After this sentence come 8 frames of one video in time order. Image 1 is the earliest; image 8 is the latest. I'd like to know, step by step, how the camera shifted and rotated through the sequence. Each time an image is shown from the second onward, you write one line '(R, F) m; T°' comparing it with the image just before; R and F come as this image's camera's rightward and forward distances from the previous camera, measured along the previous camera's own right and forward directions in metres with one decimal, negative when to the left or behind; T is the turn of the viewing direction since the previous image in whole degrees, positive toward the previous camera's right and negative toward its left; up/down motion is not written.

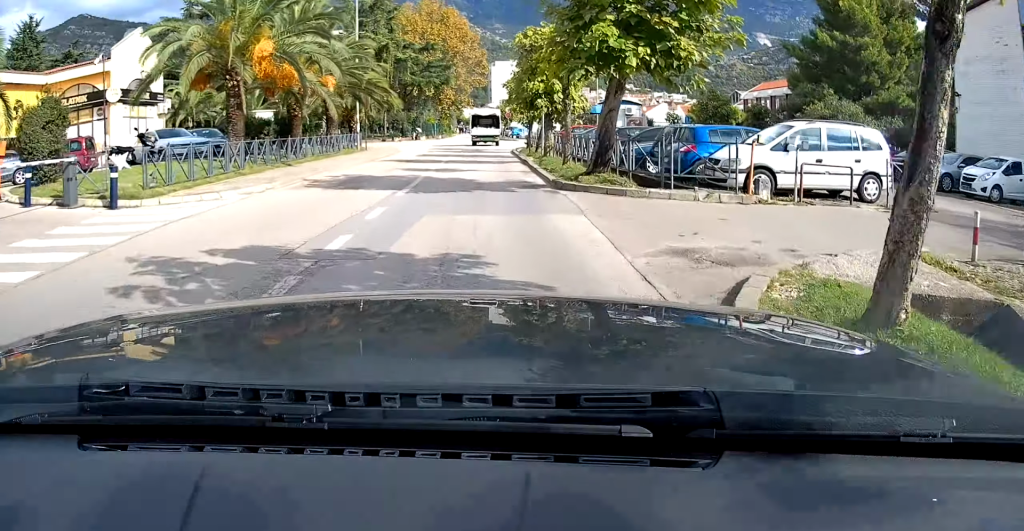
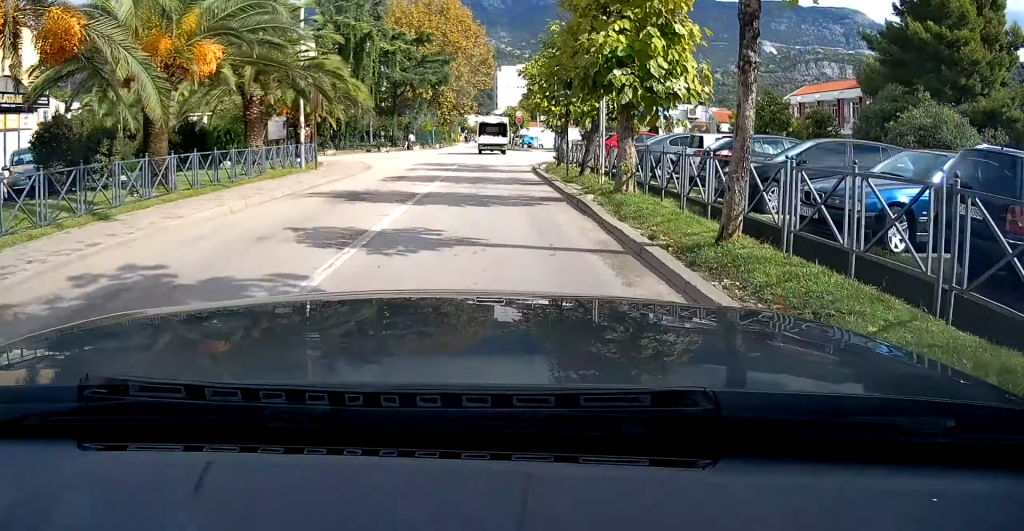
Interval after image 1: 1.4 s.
(0.0, +12.0) m; 0°
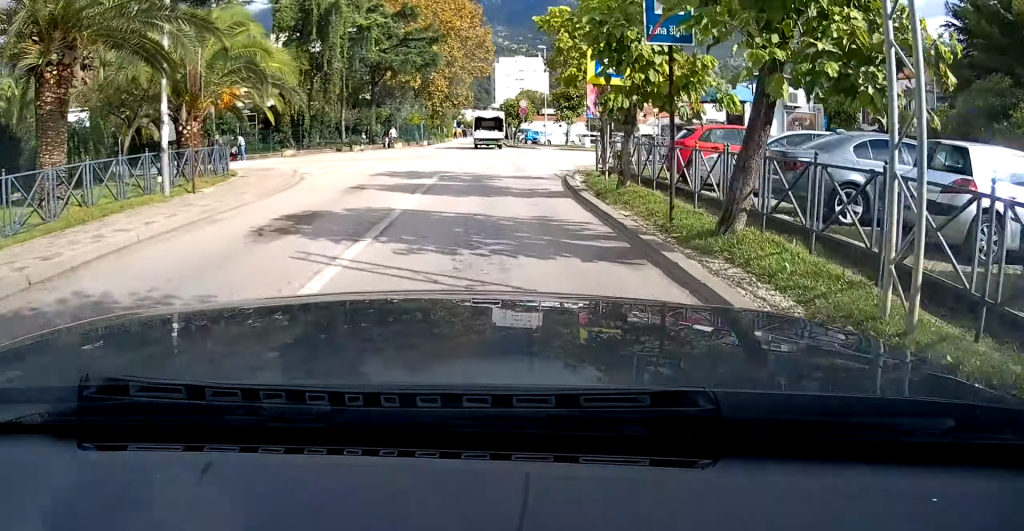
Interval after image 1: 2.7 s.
(0.0, +10.8) m; 0°
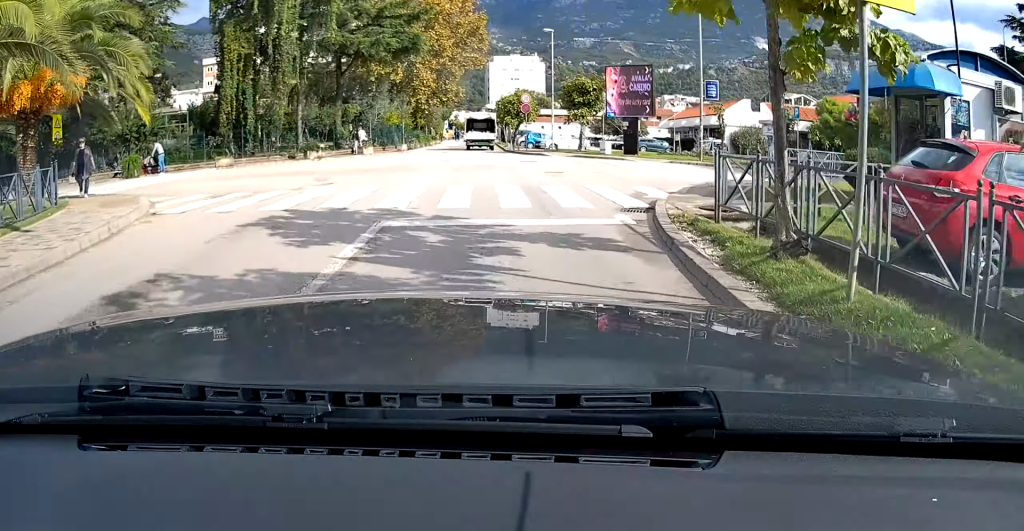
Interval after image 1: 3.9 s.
(0.0, +10.2) m; 0°
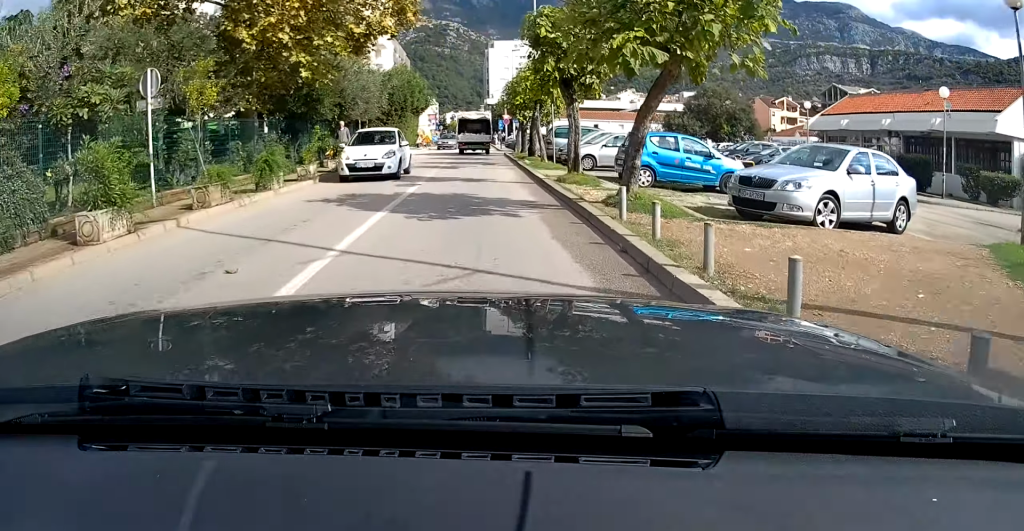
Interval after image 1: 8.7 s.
(+0.6, +40.1) m; +1°
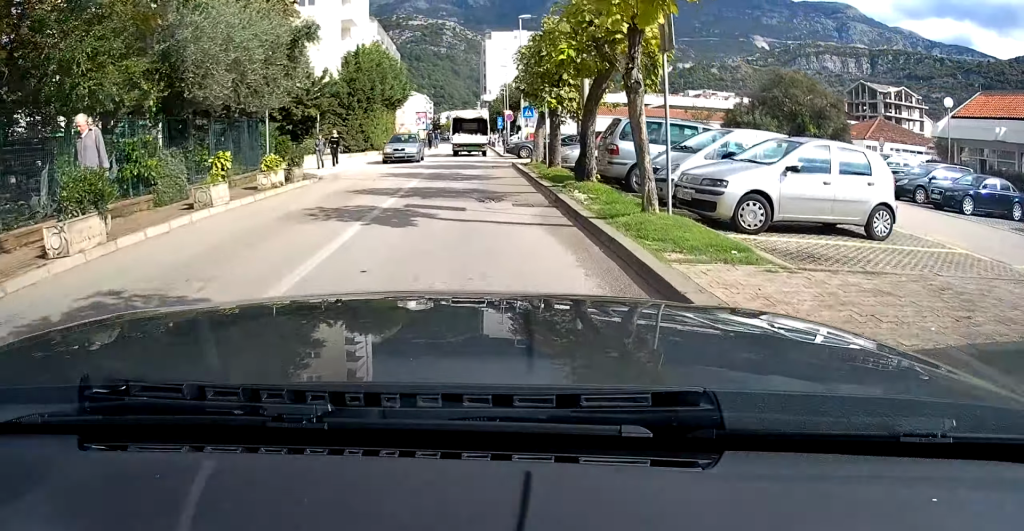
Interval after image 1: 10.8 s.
(0.0, +14.9) m; 0°
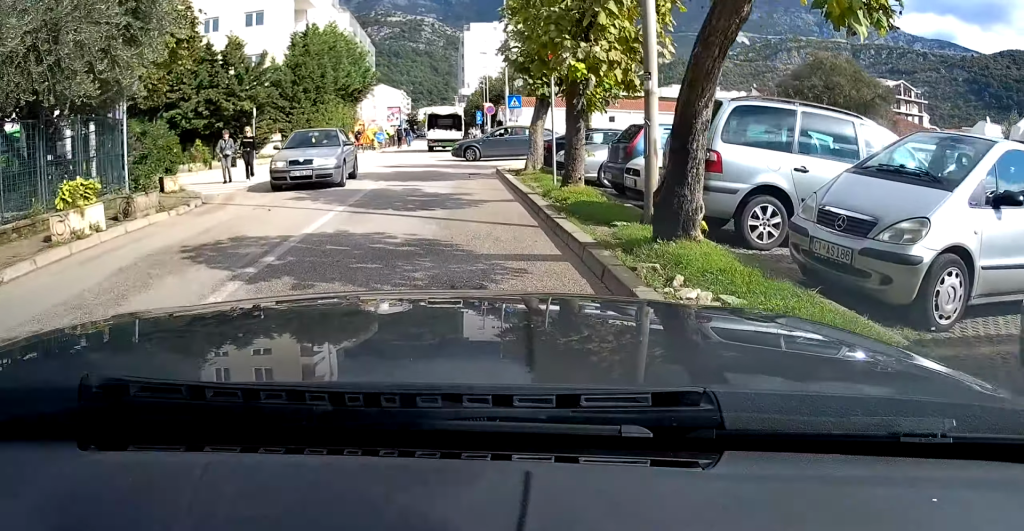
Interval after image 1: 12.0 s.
(+0.1, +7.6) m; -1°
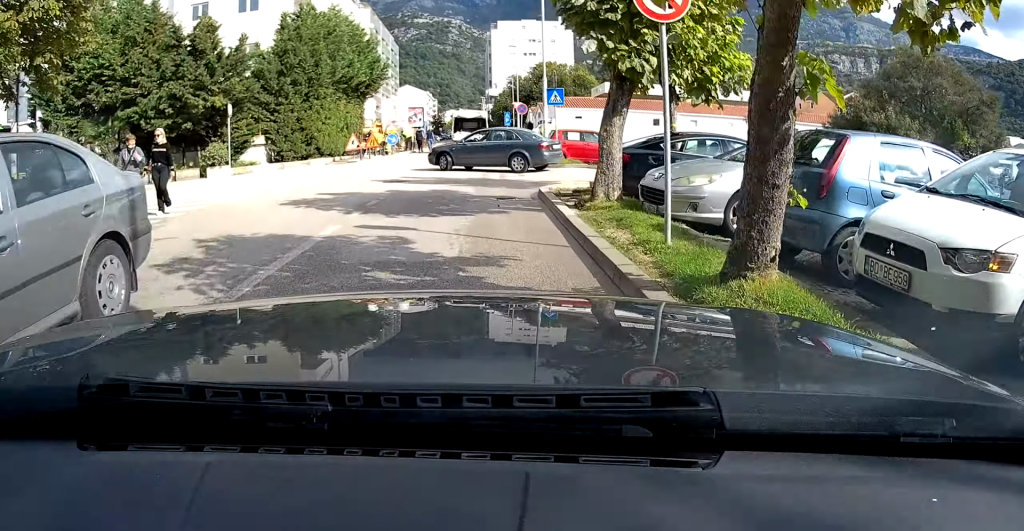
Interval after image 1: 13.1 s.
(0.0, +6.8) m; -1°
